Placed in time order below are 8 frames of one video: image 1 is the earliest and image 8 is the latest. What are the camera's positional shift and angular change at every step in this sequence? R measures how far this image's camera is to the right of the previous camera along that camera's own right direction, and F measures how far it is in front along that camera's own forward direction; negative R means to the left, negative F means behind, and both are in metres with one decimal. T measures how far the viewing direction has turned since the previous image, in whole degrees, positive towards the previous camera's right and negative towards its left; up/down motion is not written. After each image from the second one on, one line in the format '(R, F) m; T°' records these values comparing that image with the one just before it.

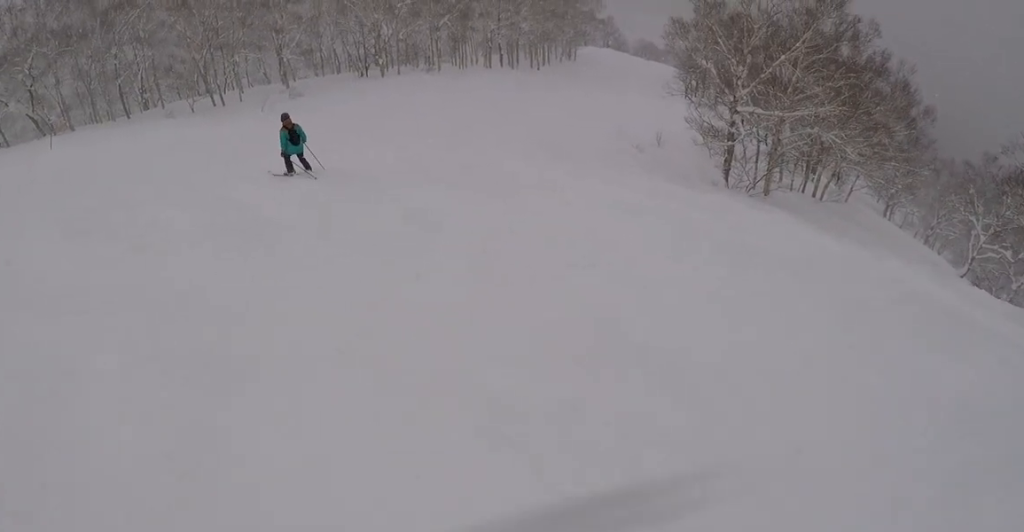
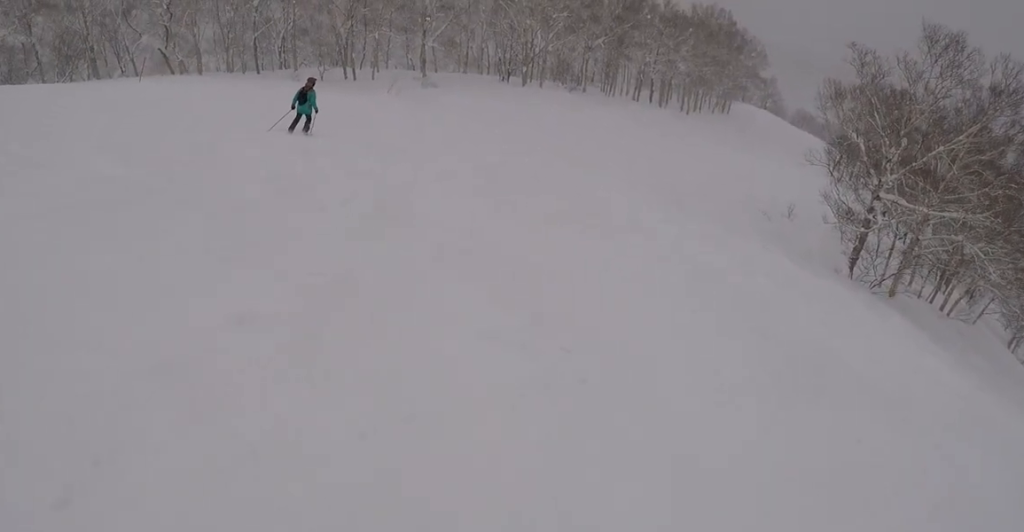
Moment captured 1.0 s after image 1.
(-0.5, +3.8) m; -24°
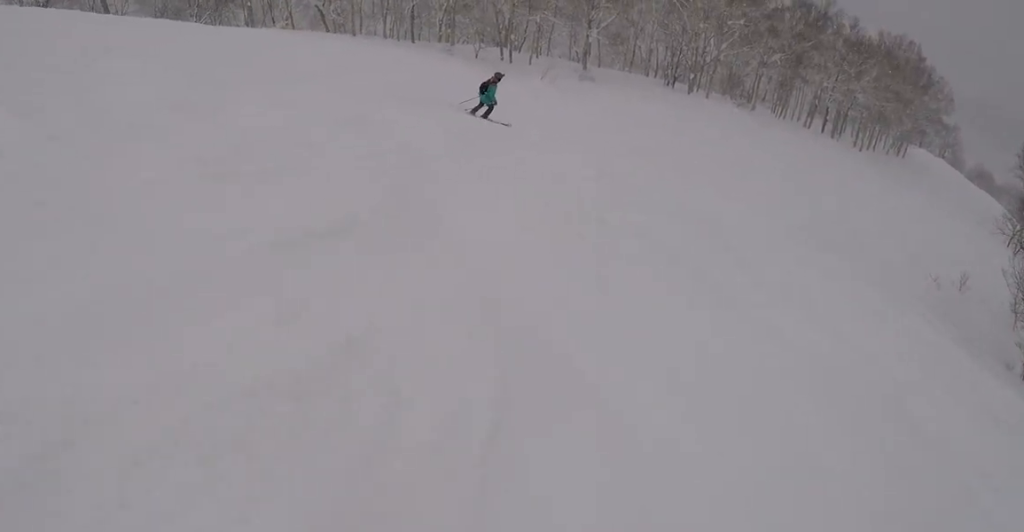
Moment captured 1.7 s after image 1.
(-0.8, +3.3) m; -10°
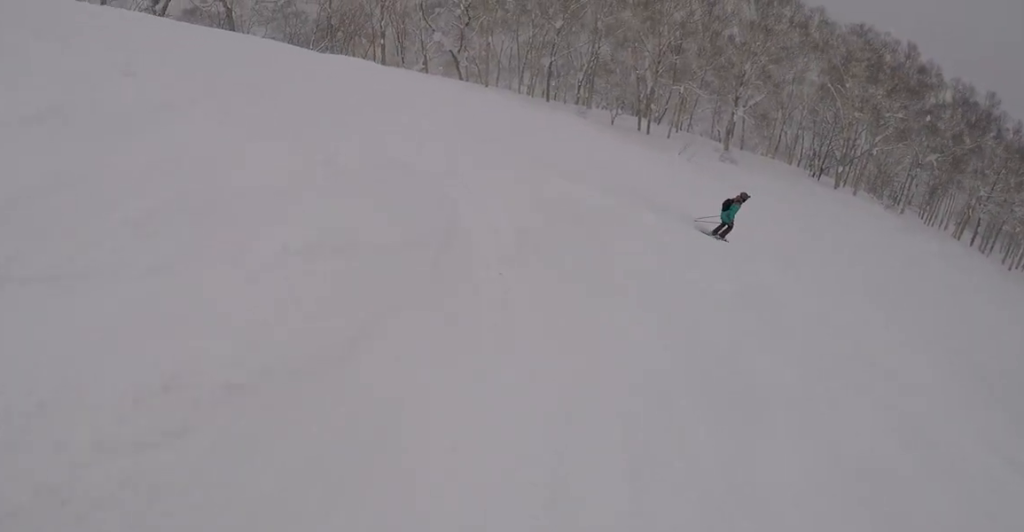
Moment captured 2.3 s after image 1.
(-0.2, +3.3) m; -10°
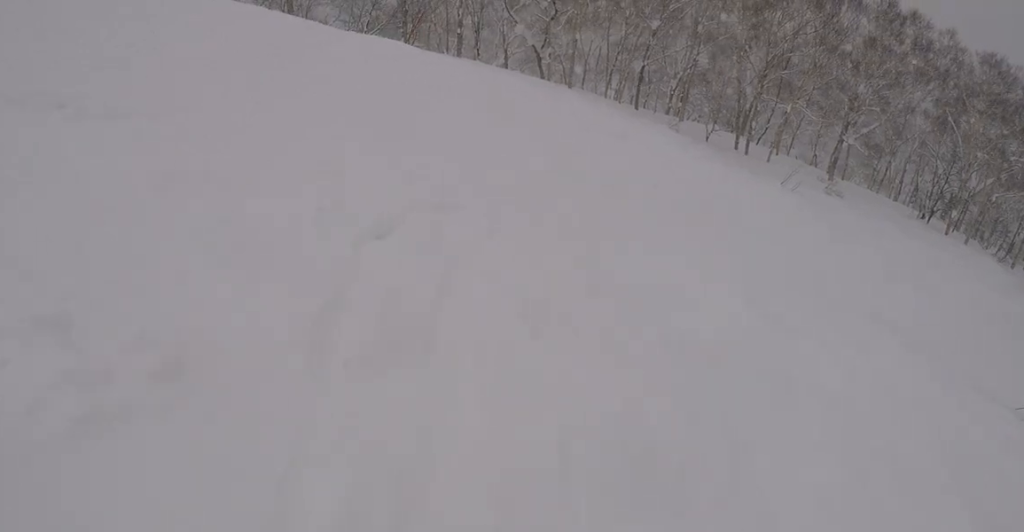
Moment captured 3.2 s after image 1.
(-0.3, +4.7) m; -5°
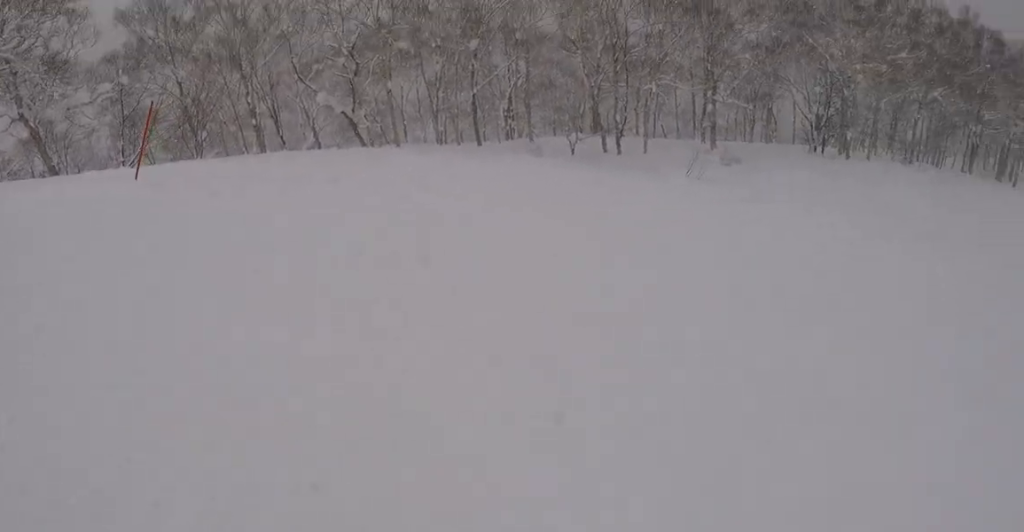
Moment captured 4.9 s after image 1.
(+2.0, +7.7) m; +52°
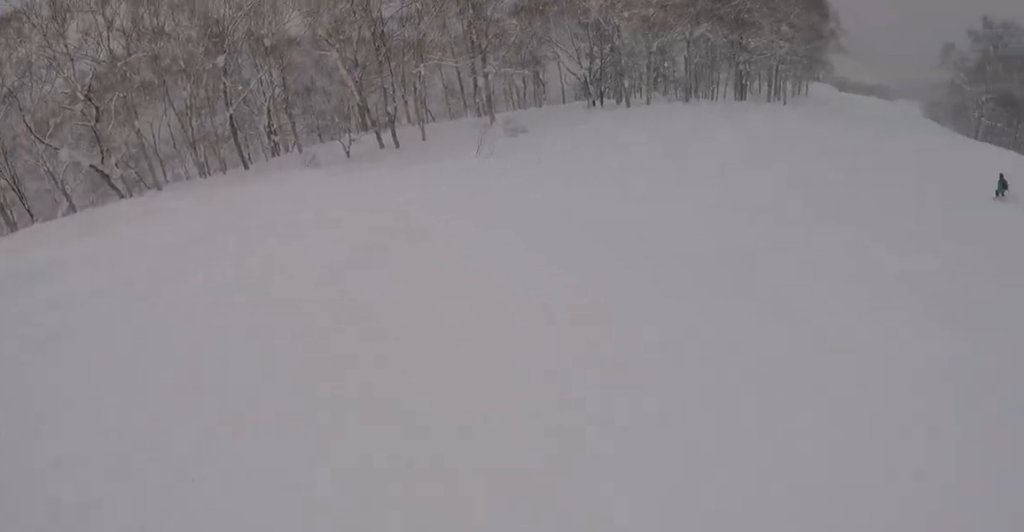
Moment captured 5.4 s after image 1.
(+0.7, +2.8) m; +10°
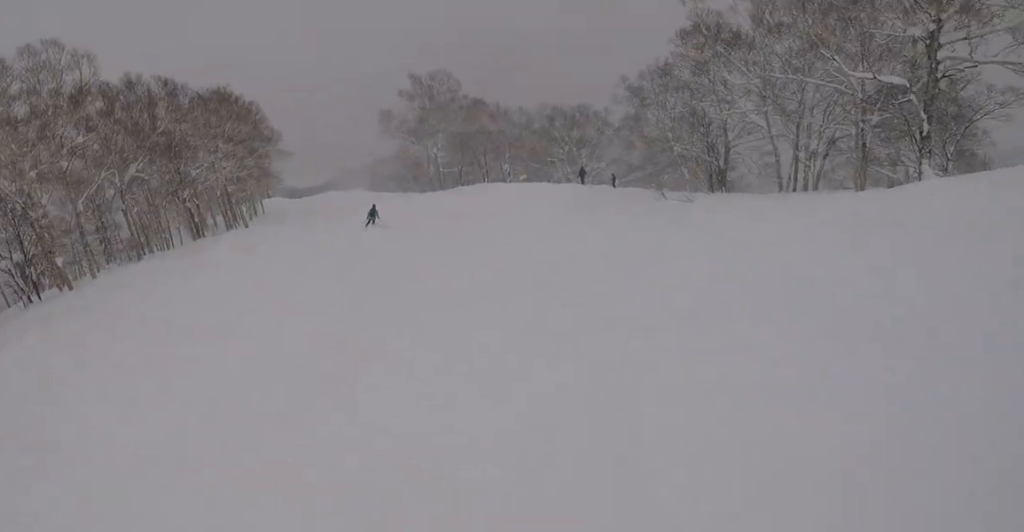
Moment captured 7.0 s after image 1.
(+1.9, +9.9) m; +8°
